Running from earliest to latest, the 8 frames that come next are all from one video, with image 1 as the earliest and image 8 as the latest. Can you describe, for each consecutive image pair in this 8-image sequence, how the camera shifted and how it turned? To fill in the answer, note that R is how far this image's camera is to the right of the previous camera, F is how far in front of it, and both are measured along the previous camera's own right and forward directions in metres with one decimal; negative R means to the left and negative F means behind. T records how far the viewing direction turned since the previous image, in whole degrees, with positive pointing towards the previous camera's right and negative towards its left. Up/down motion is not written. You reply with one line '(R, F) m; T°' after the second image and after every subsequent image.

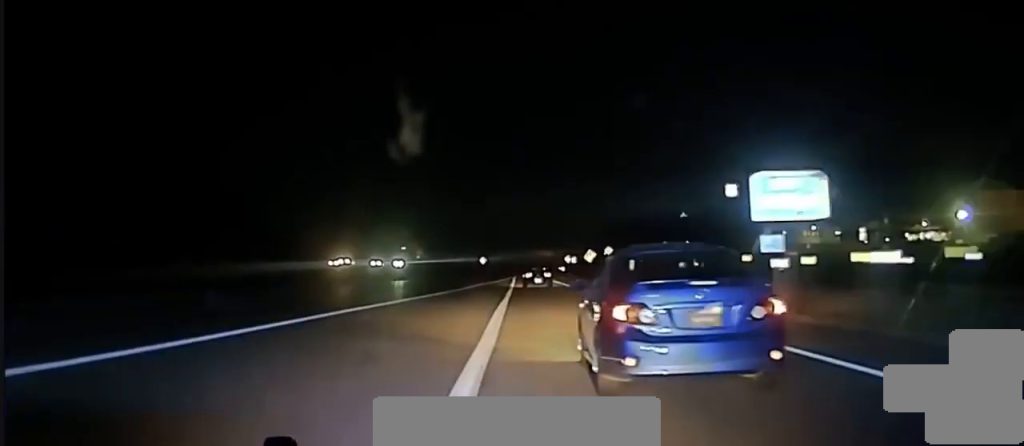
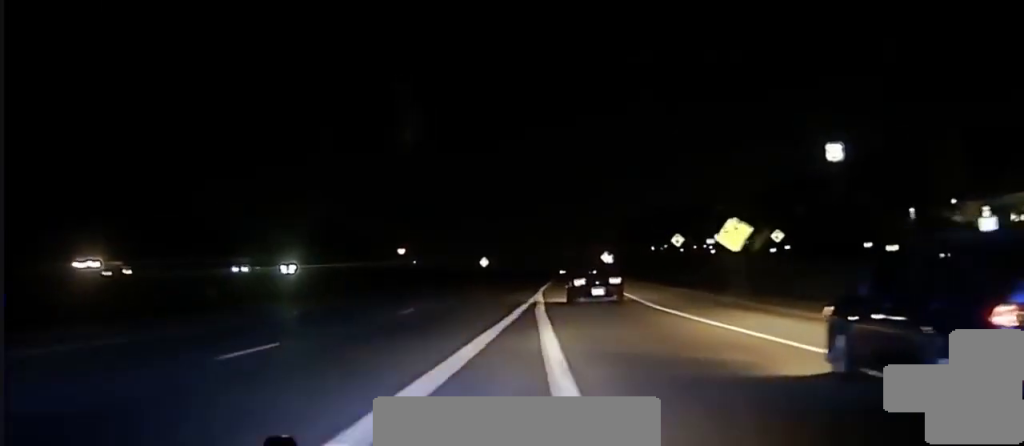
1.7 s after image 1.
(-0.6, +74.3) m; 0°
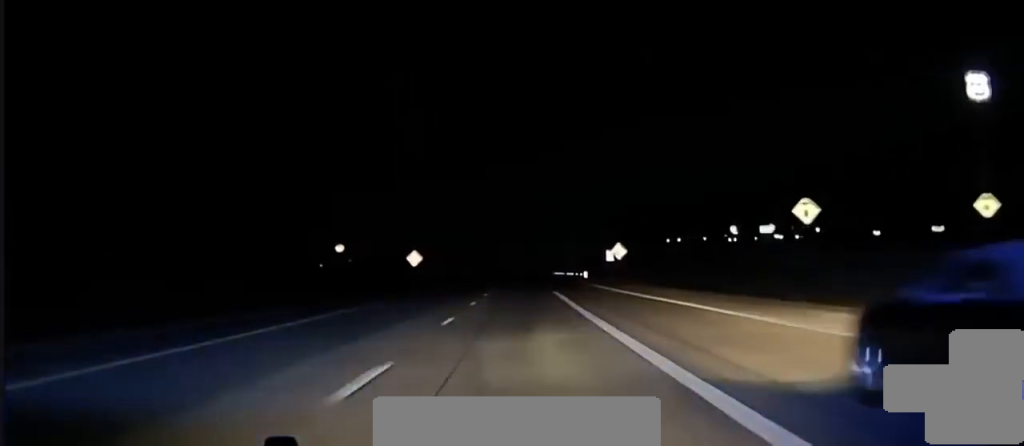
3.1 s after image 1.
(+1.7, +69.4) m; +3°
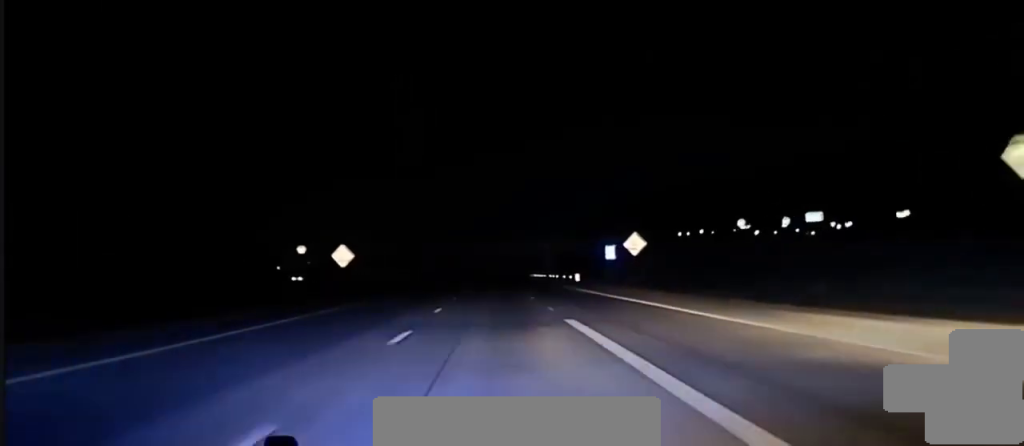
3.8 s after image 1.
(+0.2, +28.7) m; +1°
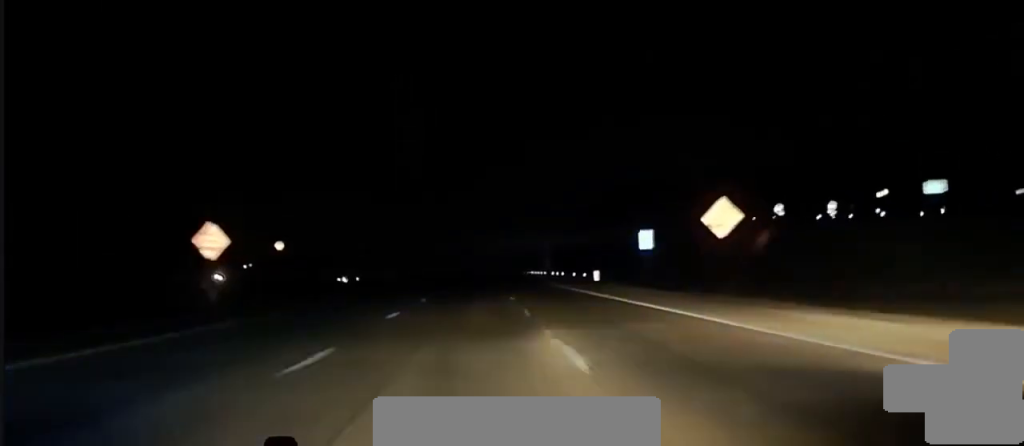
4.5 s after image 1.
(+0.1, +27.2) m; 0°
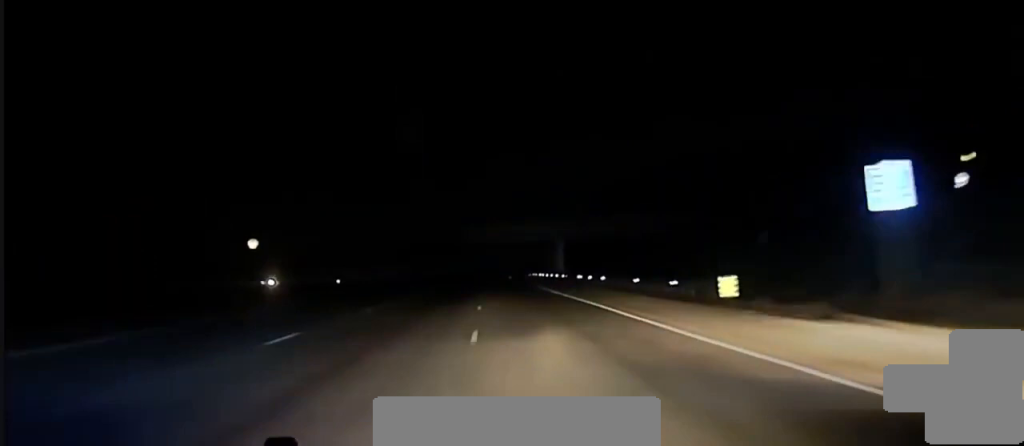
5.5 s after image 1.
(+0.3, +41.4) m; 0°
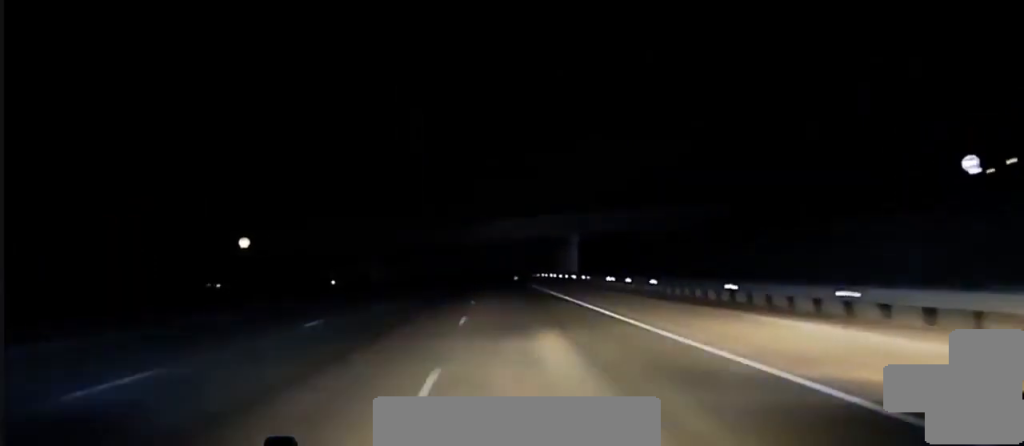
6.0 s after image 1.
(-0.3, +19.9) m; 0°
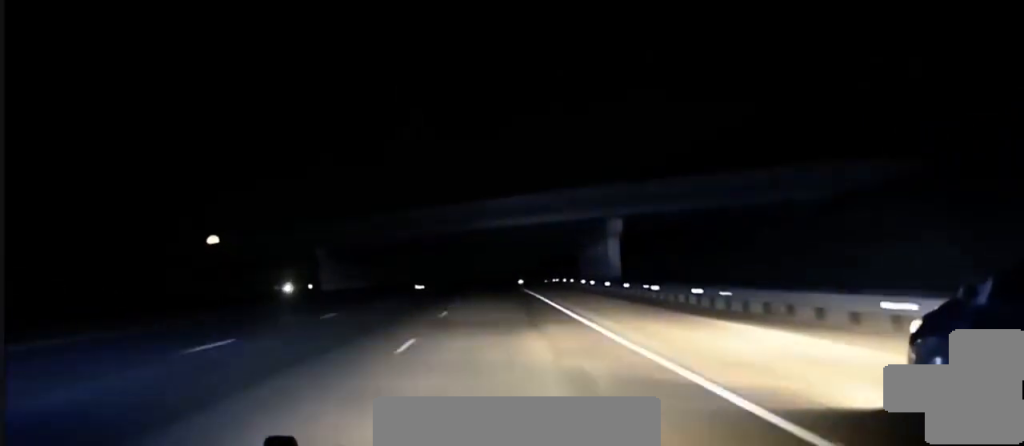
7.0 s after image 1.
(-0.1, +40.3) m; 0°
